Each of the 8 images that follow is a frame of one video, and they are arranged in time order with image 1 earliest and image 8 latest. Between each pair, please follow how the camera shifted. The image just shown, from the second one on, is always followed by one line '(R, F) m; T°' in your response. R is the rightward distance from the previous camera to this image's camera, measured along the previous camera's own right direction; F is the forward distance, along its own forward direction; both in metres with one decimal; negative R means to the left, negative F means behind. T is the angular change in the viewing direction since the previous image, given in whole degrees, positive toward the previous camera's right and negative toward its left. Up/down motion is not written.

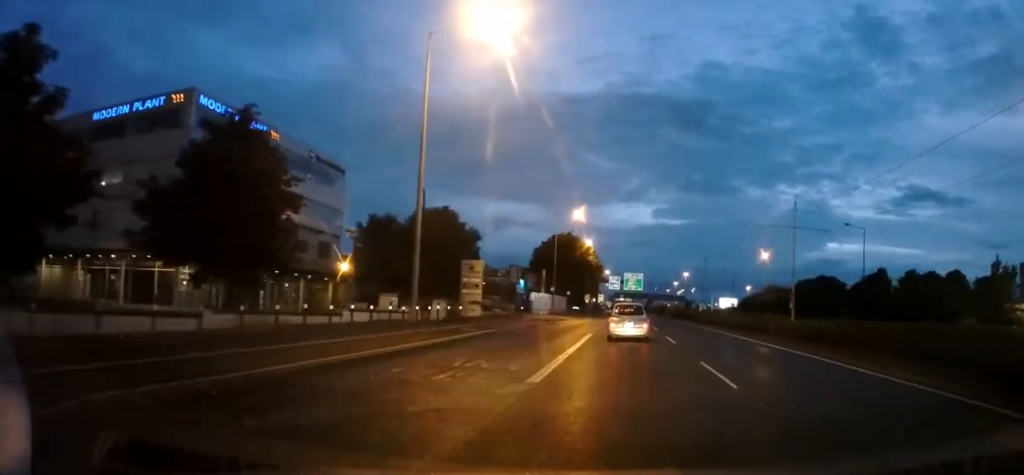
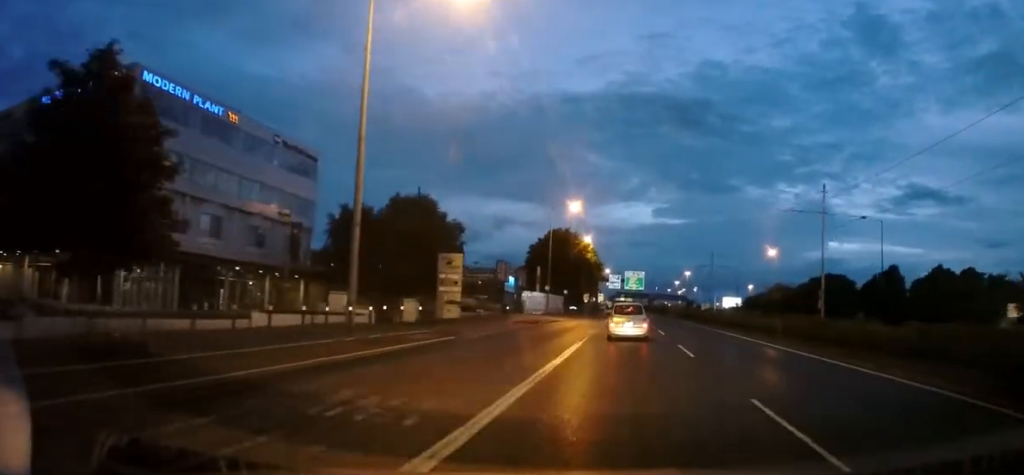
(0.0, +6.2) m; 0°
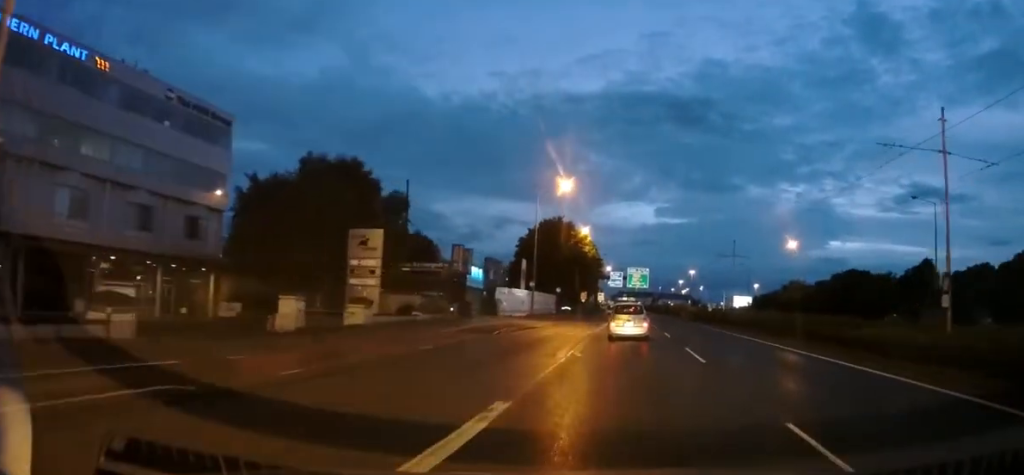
(0.0, +14.4) m; 0°
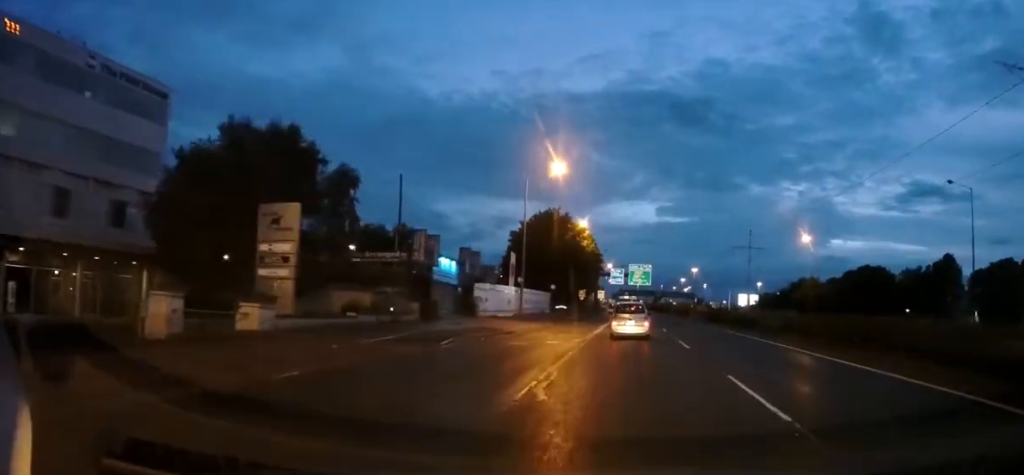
(0.0, +7.7) m; -1°
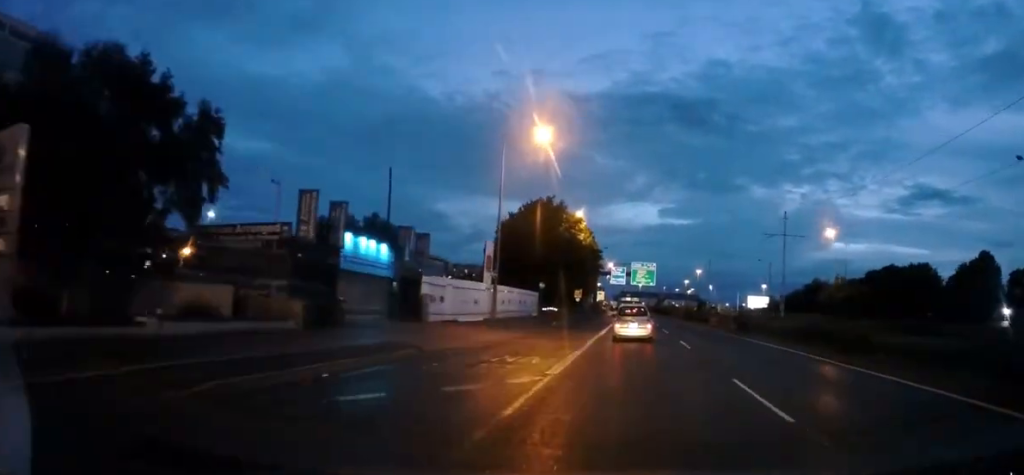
(-0.1, +11.9) m; -1°
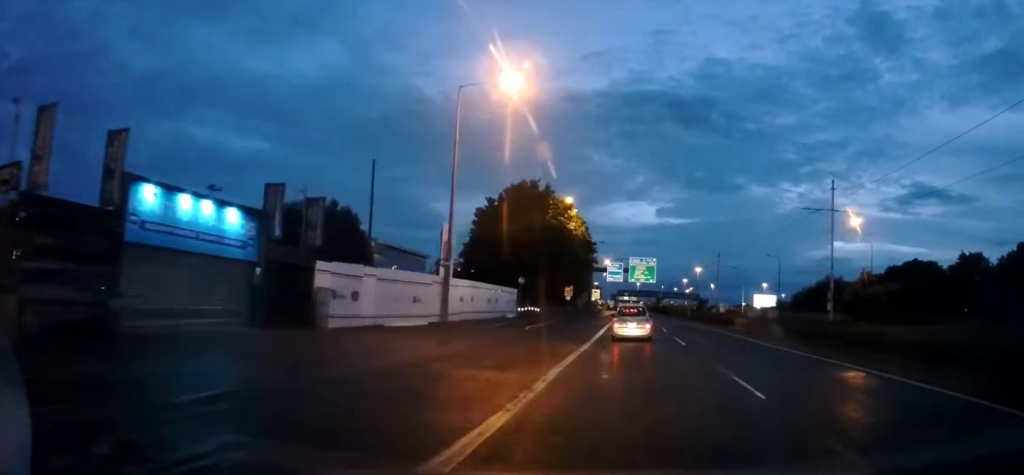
(-0.3, +11.5) m; 0°
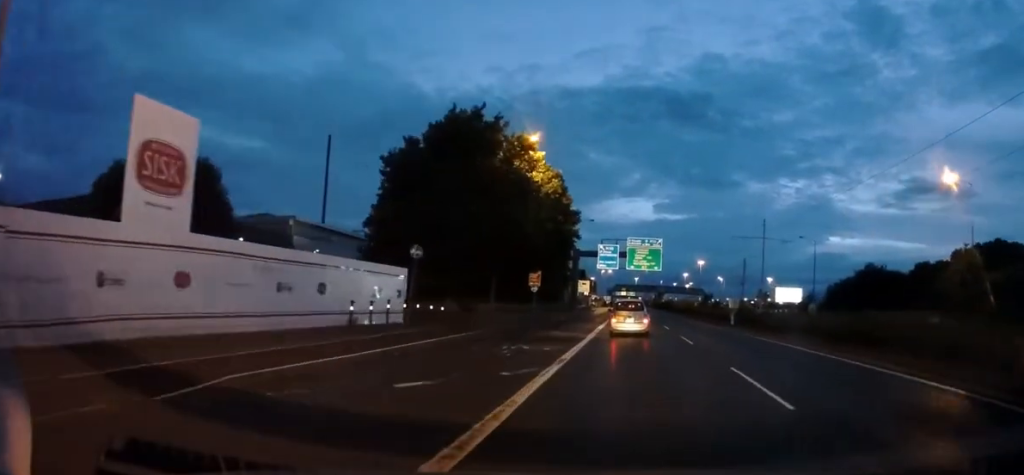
(+1.0, +27.3) m; +2°
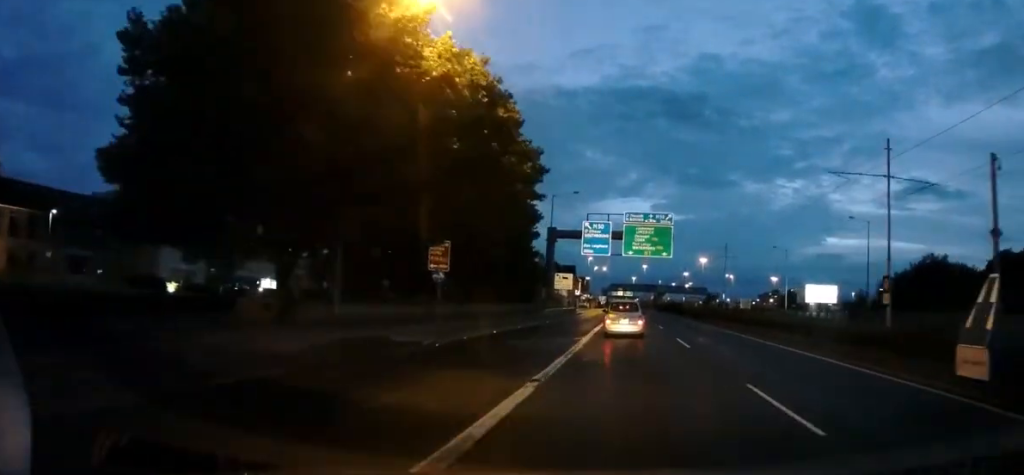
(-0.2, +26.2) m; -1°
